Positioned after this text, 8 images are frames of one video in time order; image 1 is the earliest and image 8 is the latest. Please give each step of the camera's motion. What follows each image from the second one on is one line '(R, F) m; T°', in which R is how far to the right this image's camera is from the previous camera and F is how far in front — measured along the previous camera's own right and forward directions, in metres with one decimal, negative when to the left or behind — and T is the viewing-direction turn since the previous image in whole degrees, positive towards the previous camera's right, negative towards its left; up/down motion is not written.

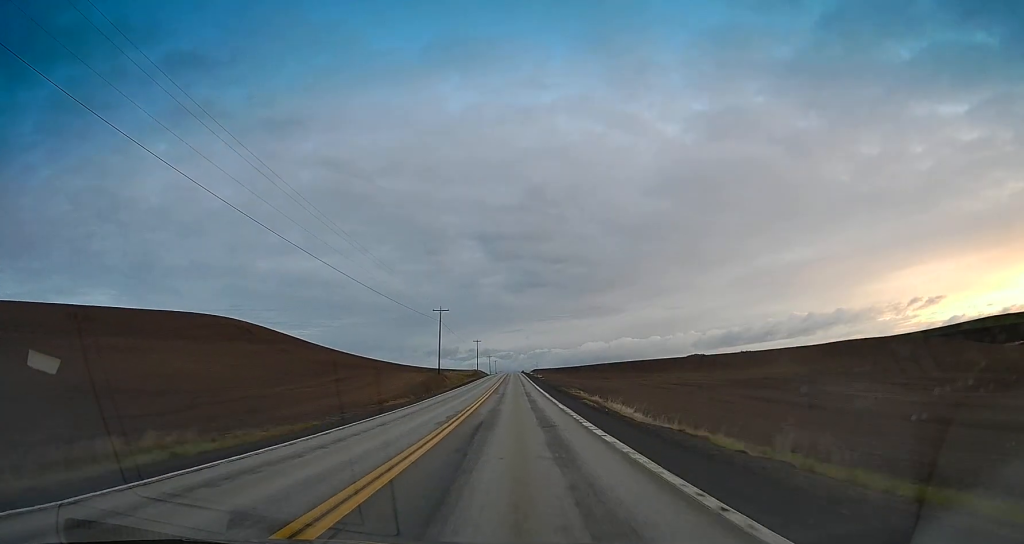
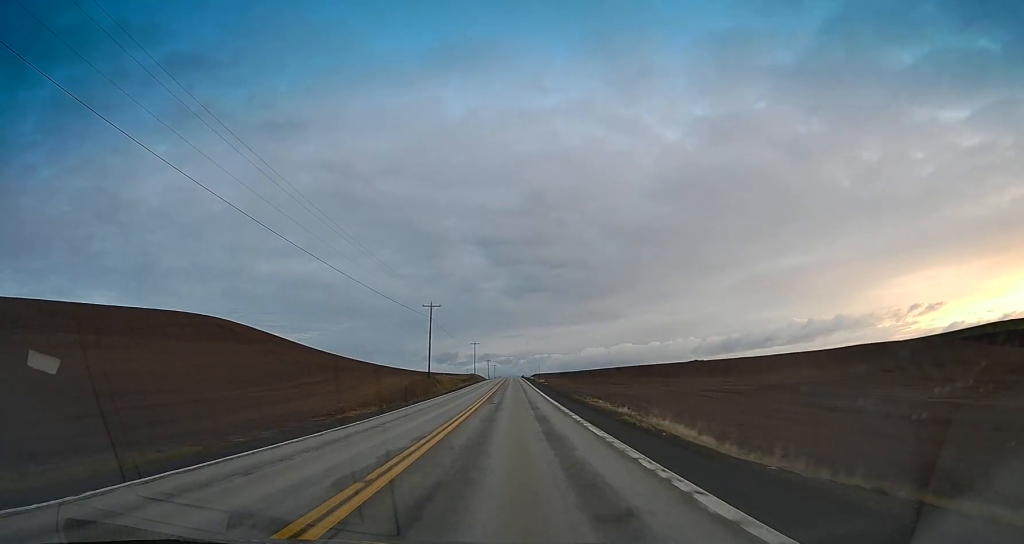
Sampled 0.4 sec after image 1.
(0.0, +10.8) m; 0°
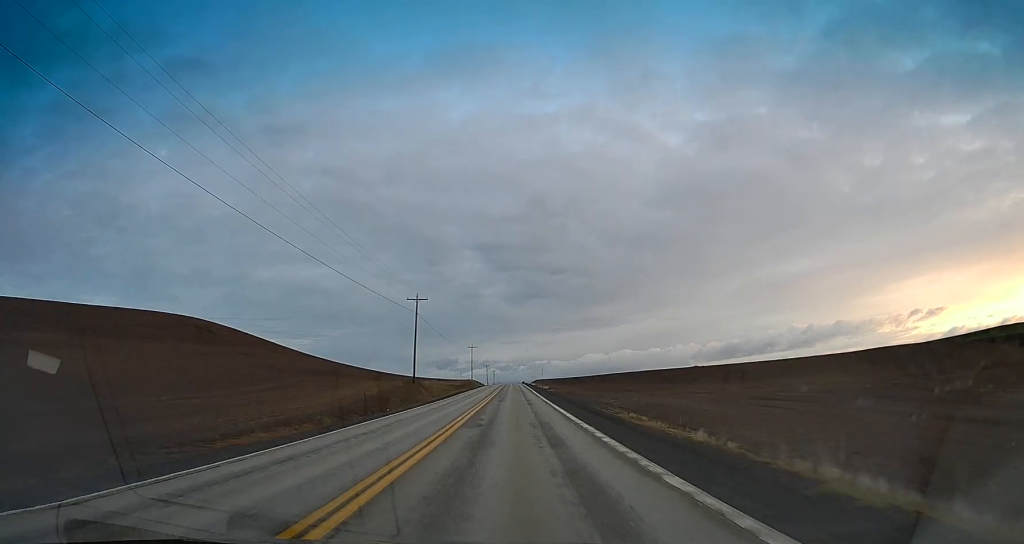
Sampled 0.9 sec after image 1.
(+0.3, +12.6) m; 0°
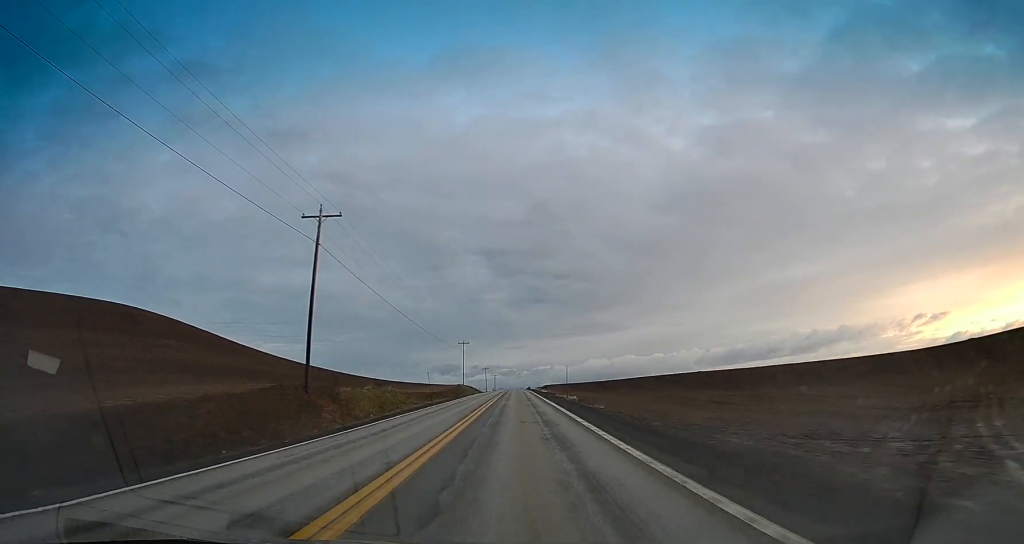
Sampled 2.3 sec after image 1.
(-0.3, +38.4) m; -1°
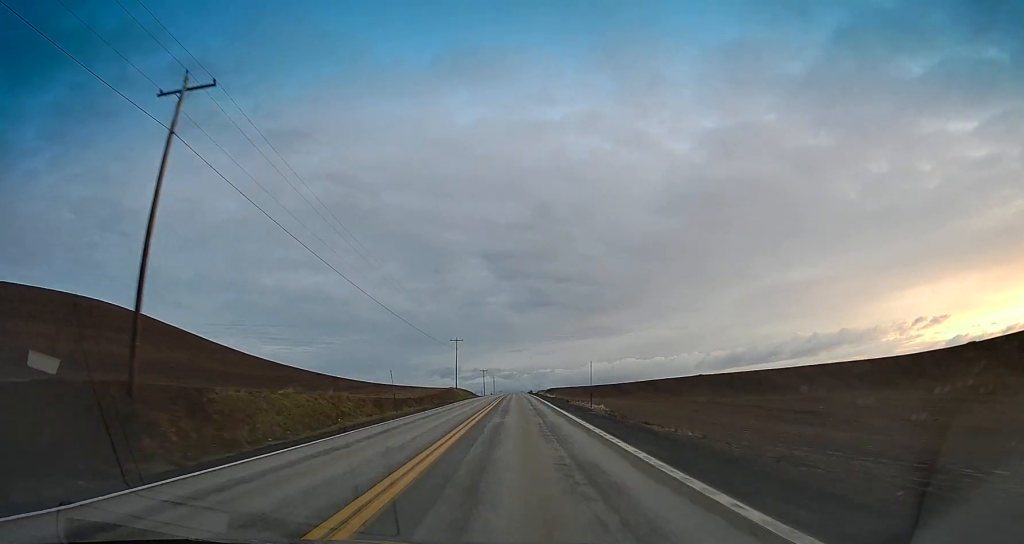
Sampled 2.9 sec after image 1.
(0.0, +16.8) m; 0°
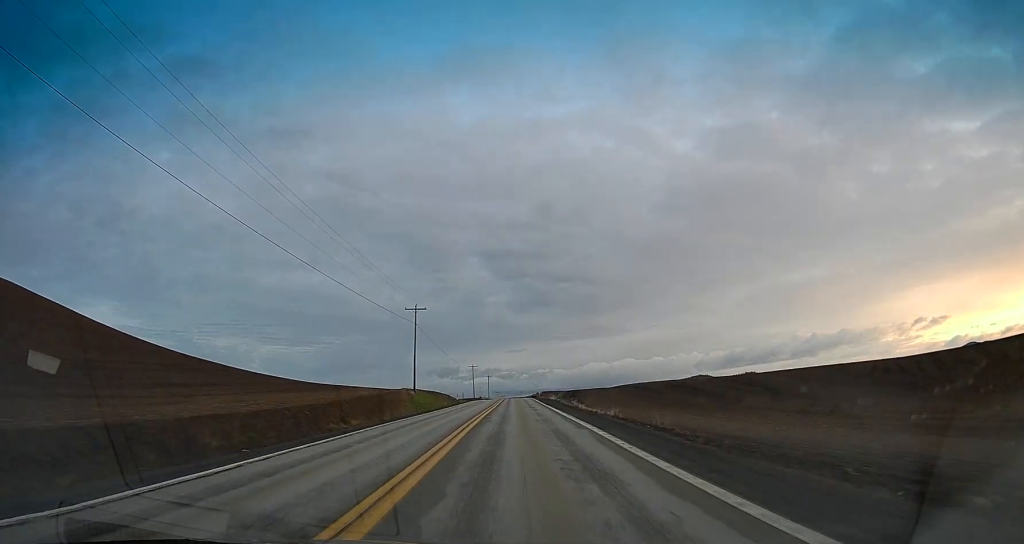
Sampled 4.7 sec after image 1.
(+0.4, +47.3) m; +1°
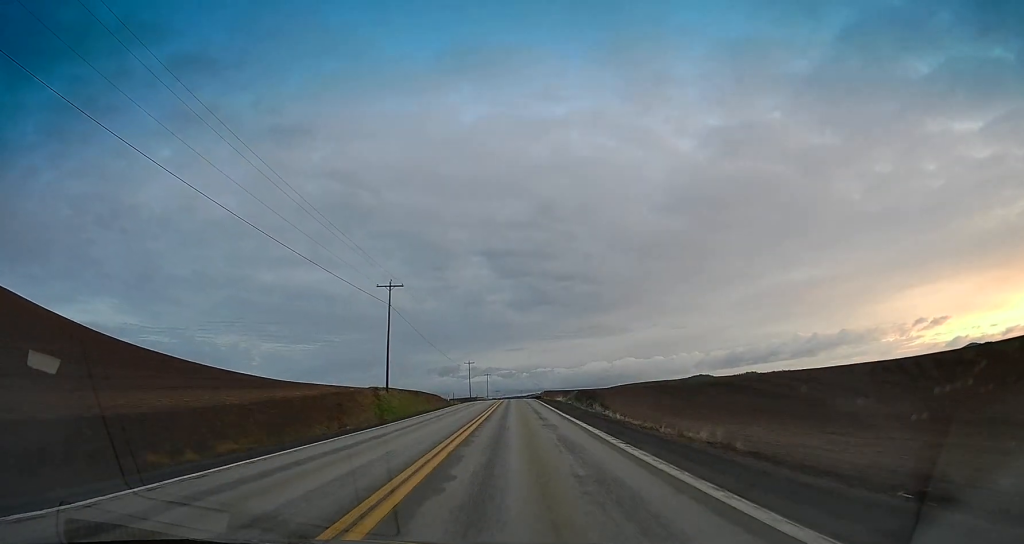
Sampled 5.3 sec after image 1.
(+0.2, +14.9) m; 0°
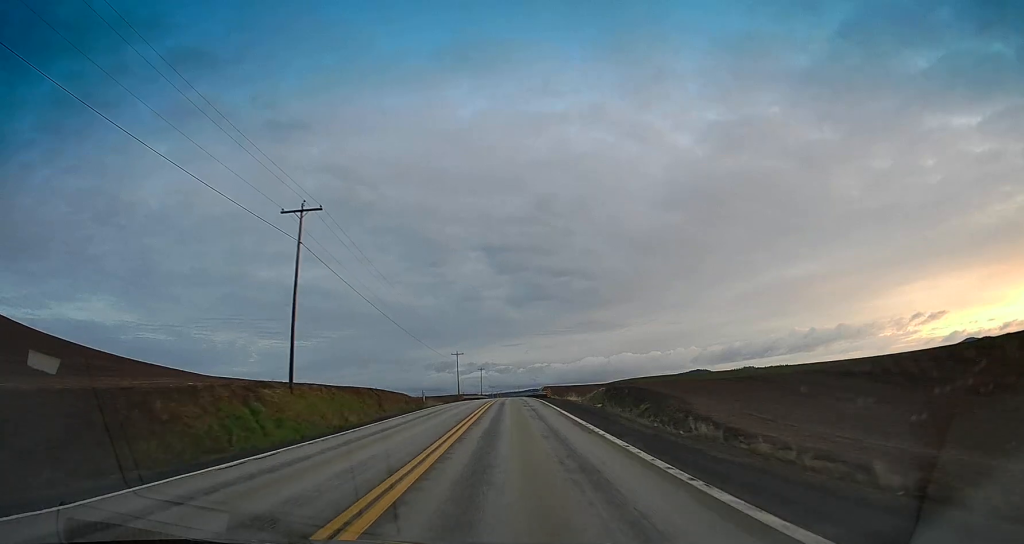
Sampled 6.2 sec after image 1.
(-0.5, +22.8) m; 0°
